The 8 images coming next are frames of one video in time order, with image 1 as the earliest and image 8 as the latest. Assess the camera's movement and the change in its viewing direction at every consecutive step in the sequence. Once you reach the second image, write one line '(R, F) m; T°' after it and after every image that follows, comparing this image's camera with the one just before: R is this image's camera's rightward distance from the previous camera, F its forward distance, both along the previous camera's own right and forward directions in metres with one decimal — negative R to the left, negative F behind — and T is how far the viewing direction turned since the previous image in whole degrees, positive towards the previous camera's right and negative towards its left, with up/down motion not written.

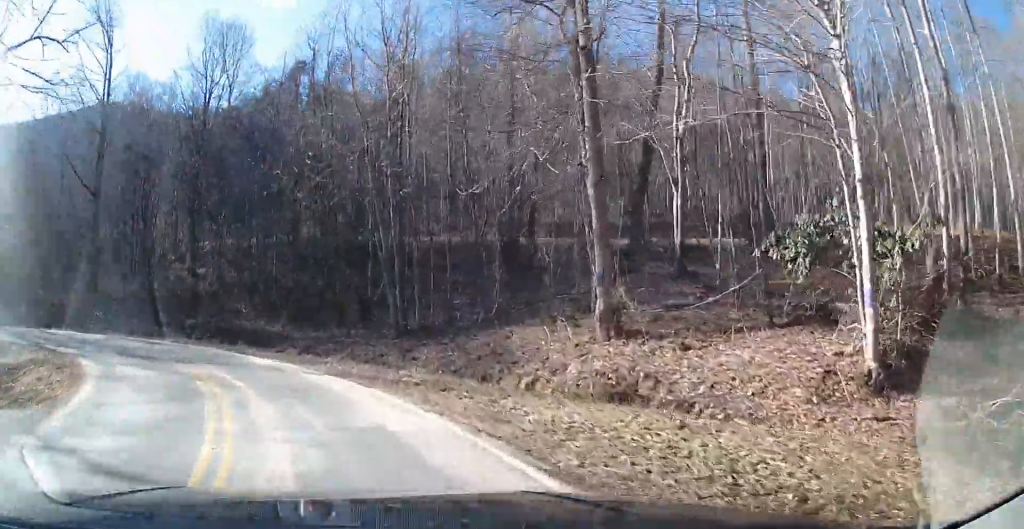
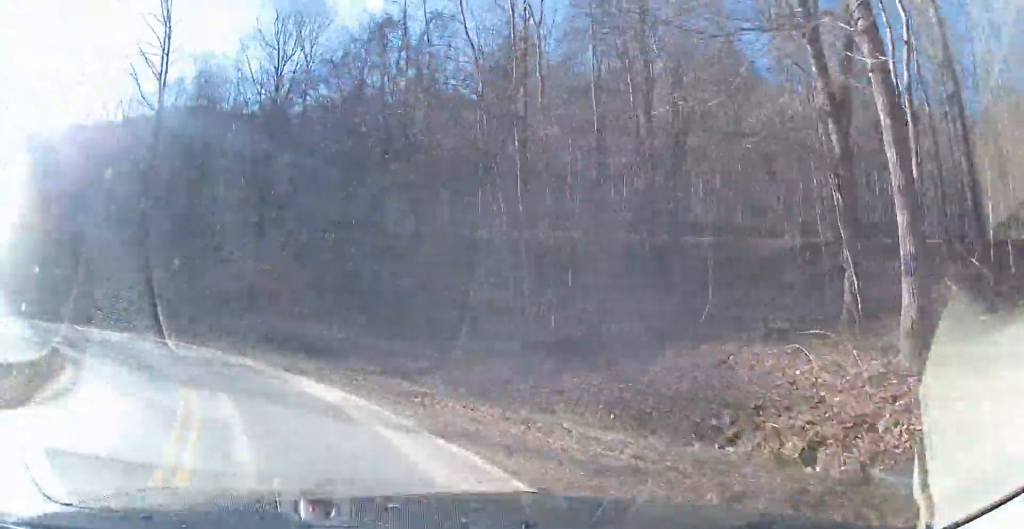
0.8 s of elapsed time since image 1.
(-0.5, +8.0) m; -6°
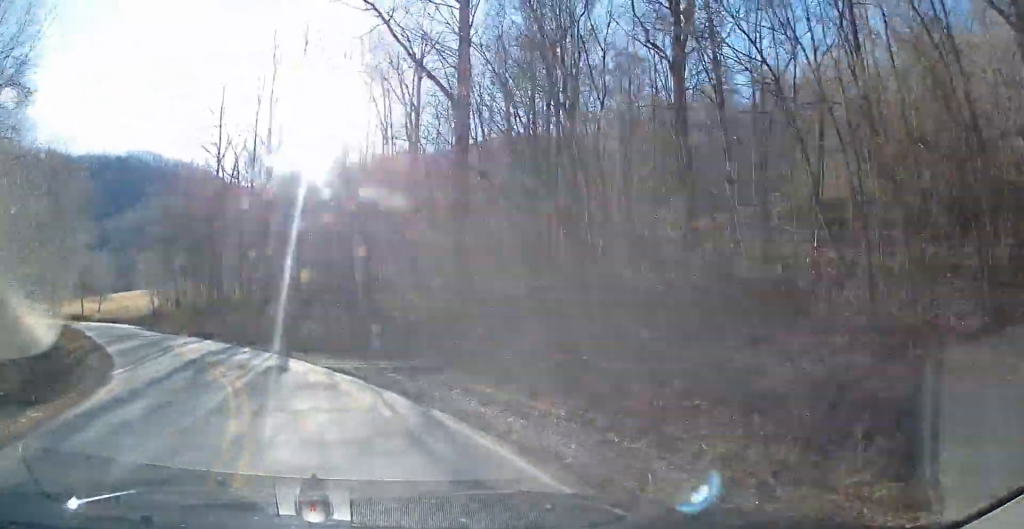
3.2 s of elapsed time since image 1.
(-7.0, +24.1) m; -35°
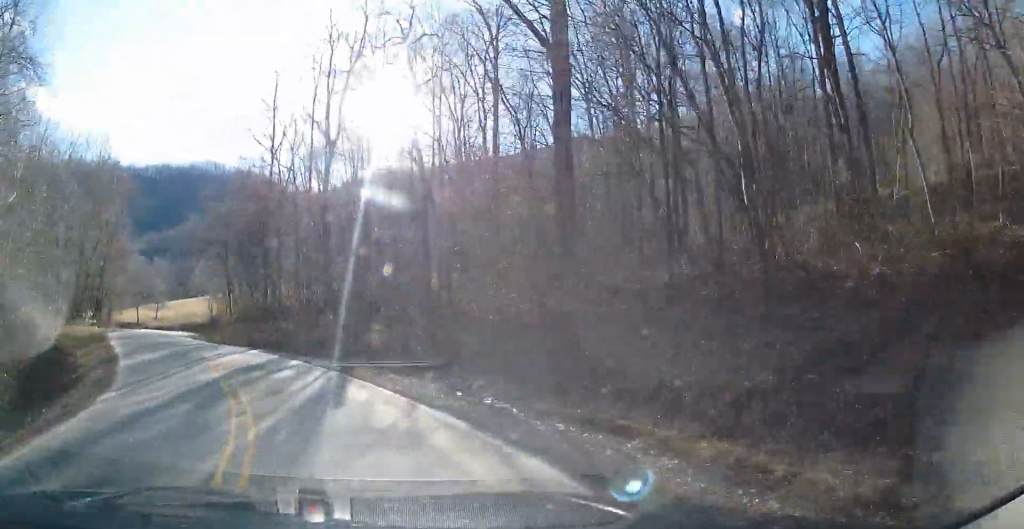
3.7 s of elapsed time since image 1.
(-0.4, +6.3) m; -5°
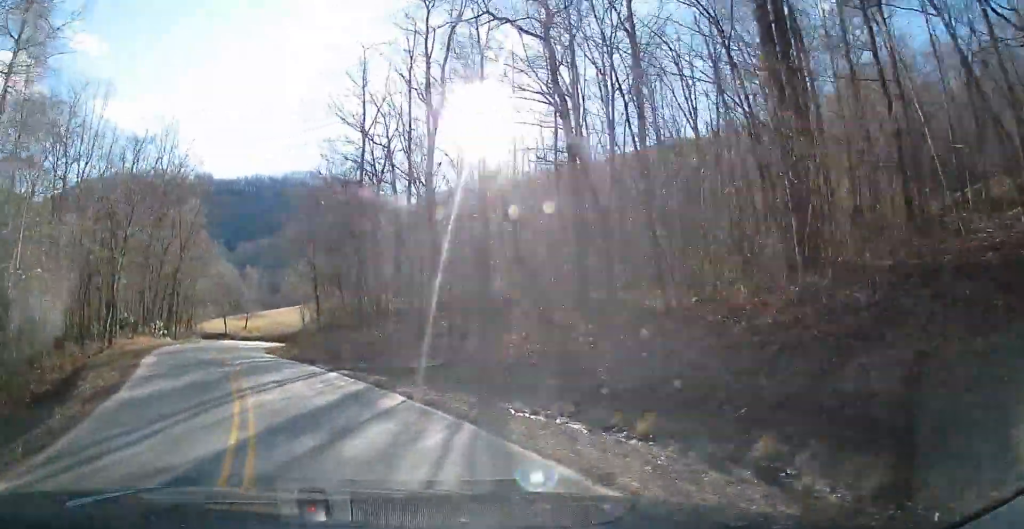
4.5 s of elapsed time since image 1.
(-0.3, +8.9) m; -5°
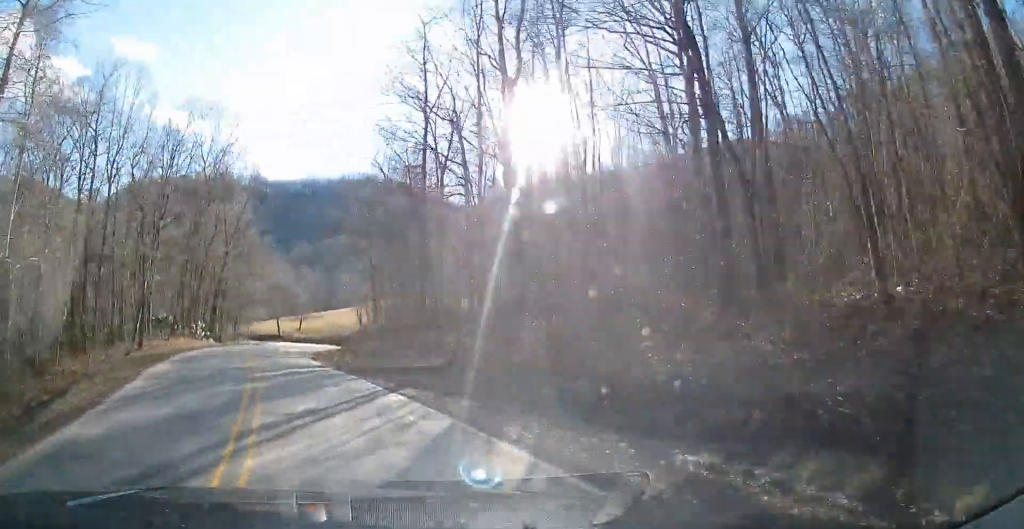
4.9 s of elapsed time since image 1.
(-0.2, +5.7) m; -4°
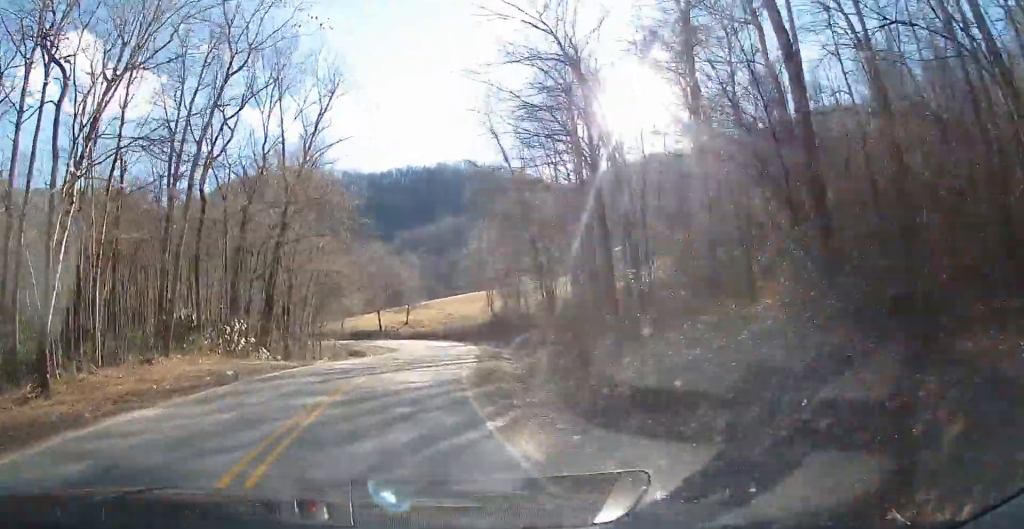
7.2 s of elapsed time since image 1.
(-3.5, +26.4) m; -10°
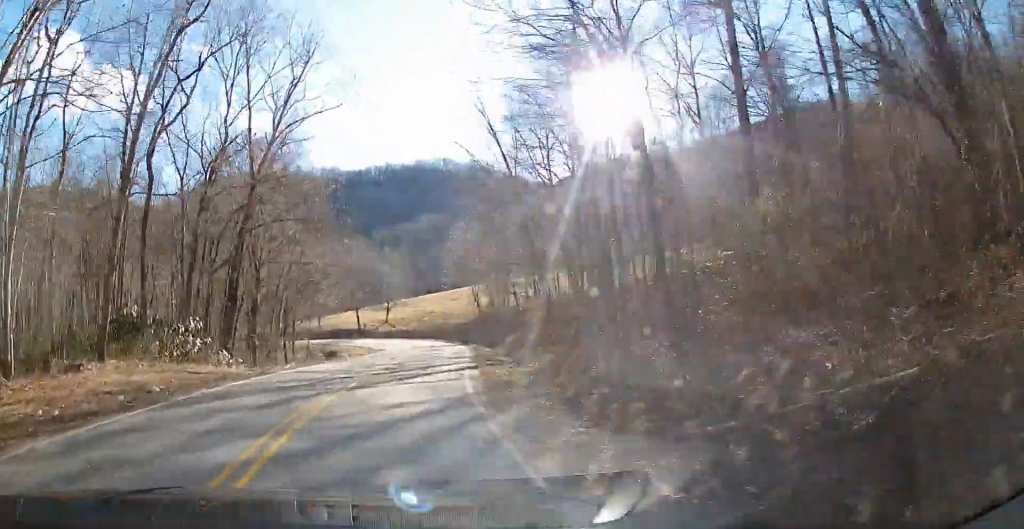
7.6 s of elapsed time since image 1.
(0.0, +4.9) m; +1°
